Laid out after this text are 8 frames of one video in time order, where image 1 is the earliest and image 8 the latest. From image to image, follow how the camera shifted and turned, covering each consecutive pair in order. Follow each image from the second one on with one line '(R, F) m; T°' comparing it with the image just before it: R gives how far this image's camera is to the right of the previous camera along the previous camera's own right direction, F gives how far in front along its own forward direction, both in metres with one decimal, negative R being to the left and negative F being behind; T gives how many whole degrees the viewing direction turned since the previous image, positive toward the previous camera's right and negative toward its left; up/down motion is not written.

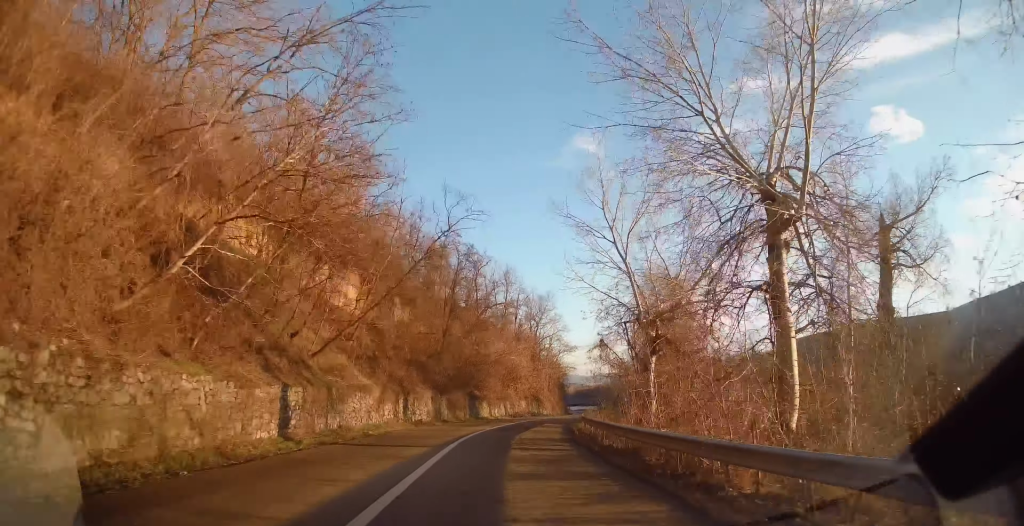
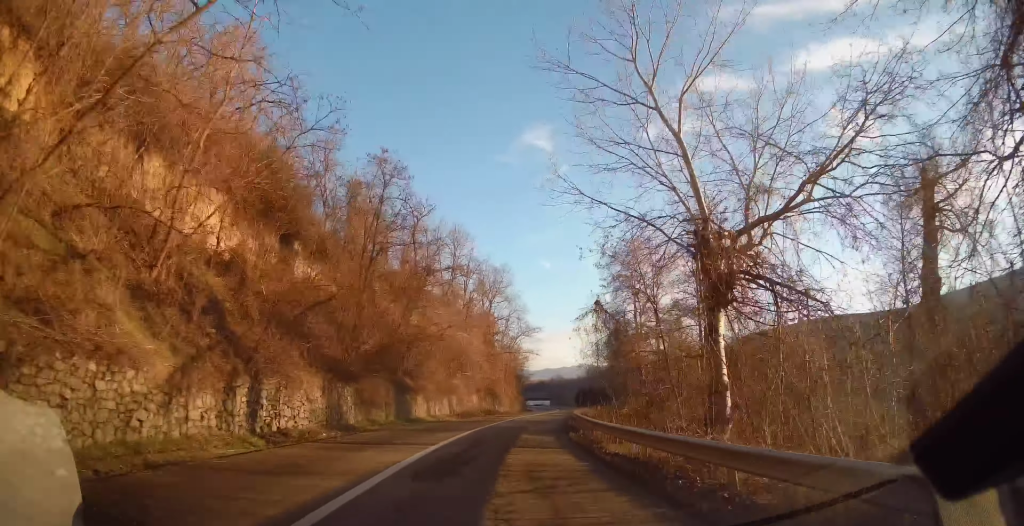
(+0.6, +14.8) m; +4°
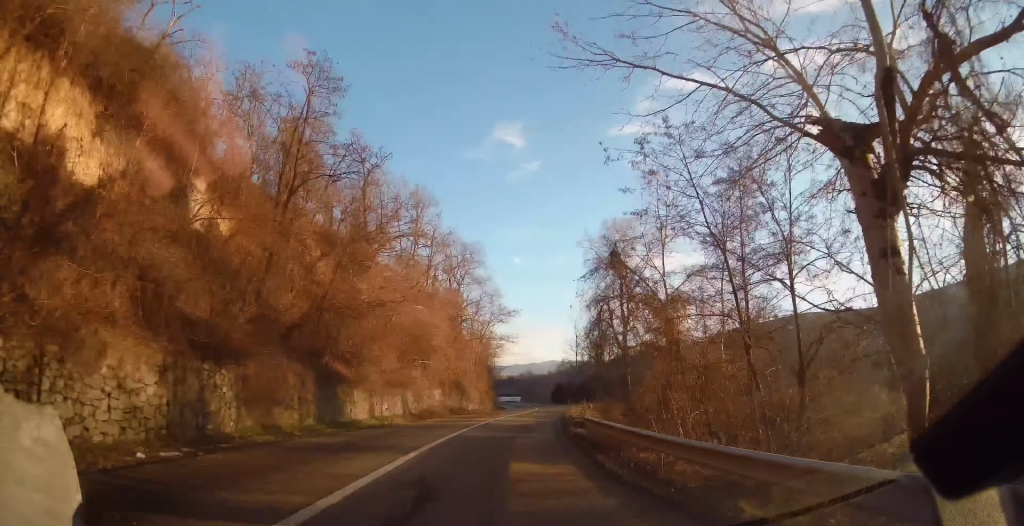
(+0.2, +9.2) m; +2°
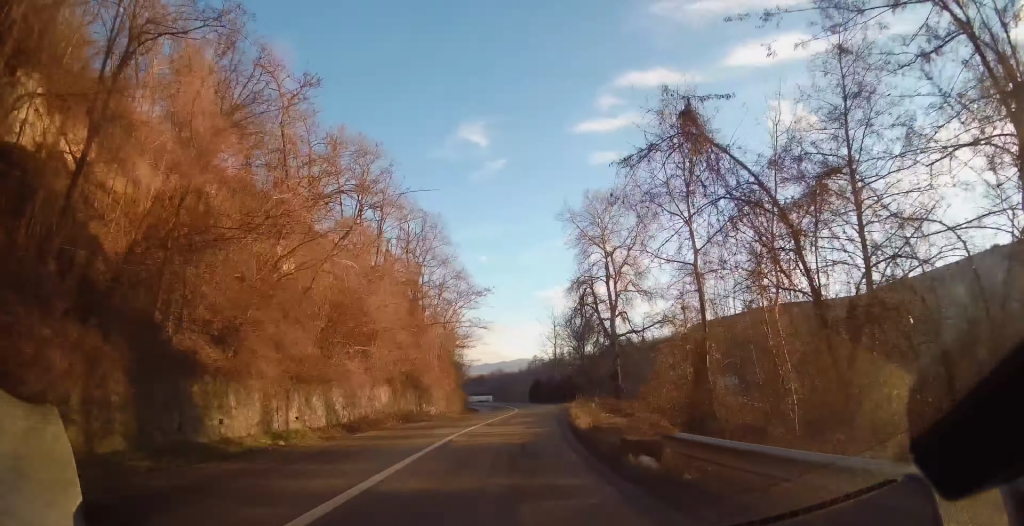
(+0.1, +9.7) m; +2°
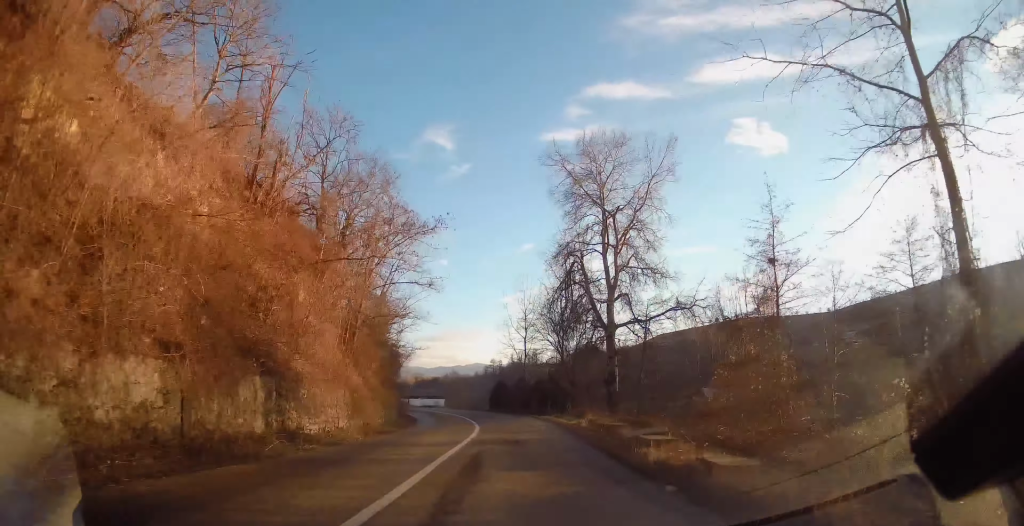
(+0.6, +16.8) m; +3°
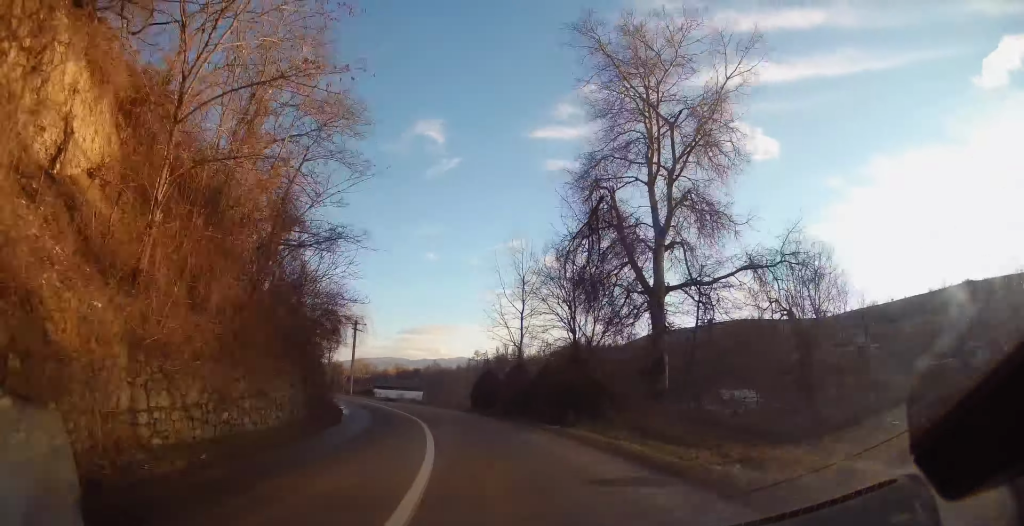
(+0.5, +15.9) m; -1°
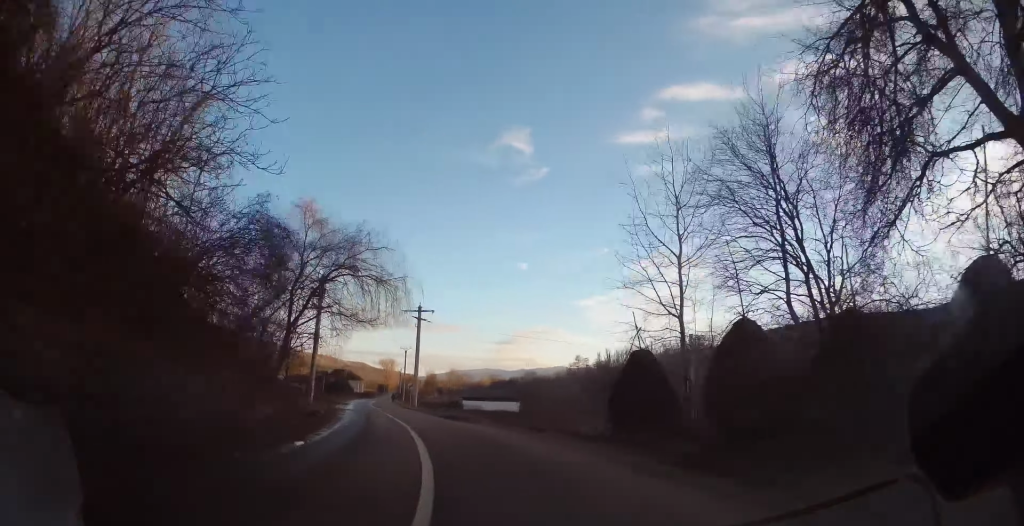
(-1.7, +20.6) m; -9°
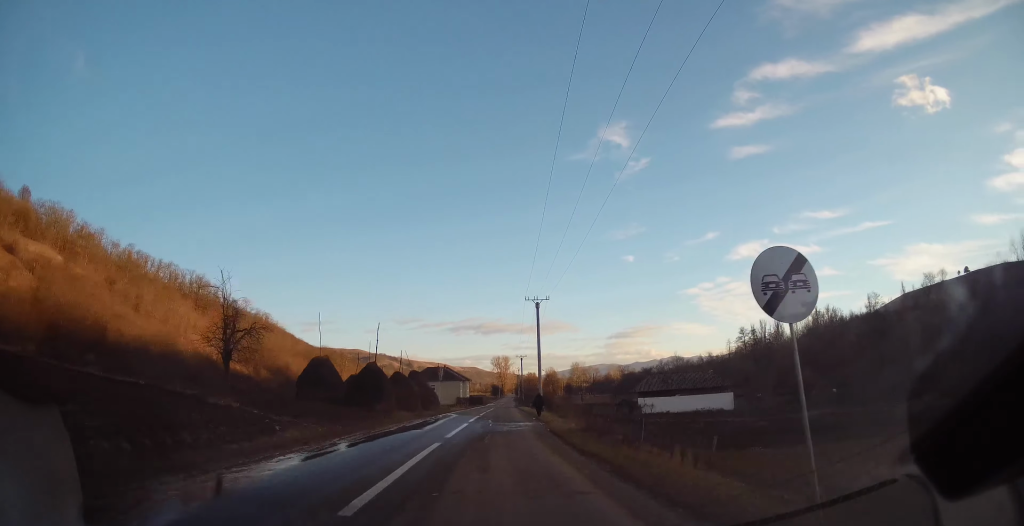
(-6.8, +56.3) m; -8°
